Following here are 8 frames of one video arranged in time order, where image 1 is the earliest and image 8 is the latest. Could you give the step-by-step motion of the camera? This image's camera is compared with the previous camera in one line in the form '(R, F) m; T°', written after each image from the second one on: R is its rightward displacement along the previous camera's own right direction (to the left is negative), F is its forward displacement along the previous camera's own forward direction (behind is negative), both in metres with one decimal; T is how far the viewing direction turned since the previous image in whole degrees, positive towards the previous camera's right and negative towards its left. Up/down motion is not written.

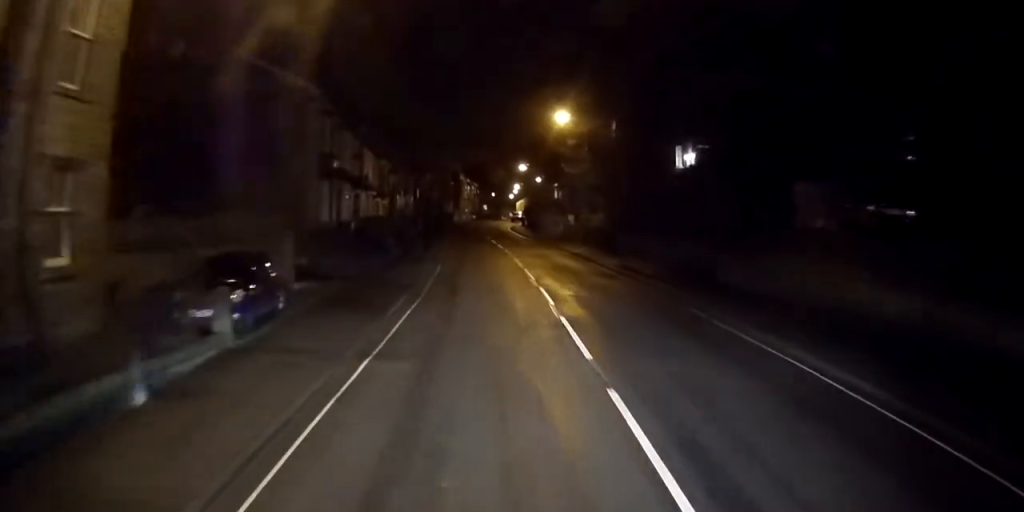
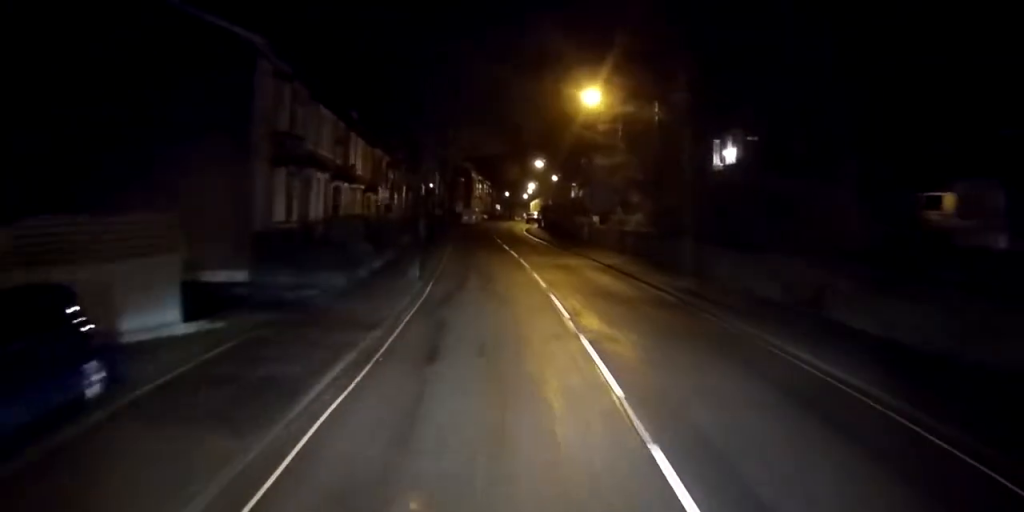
(0.0, +8.0) m; 0°
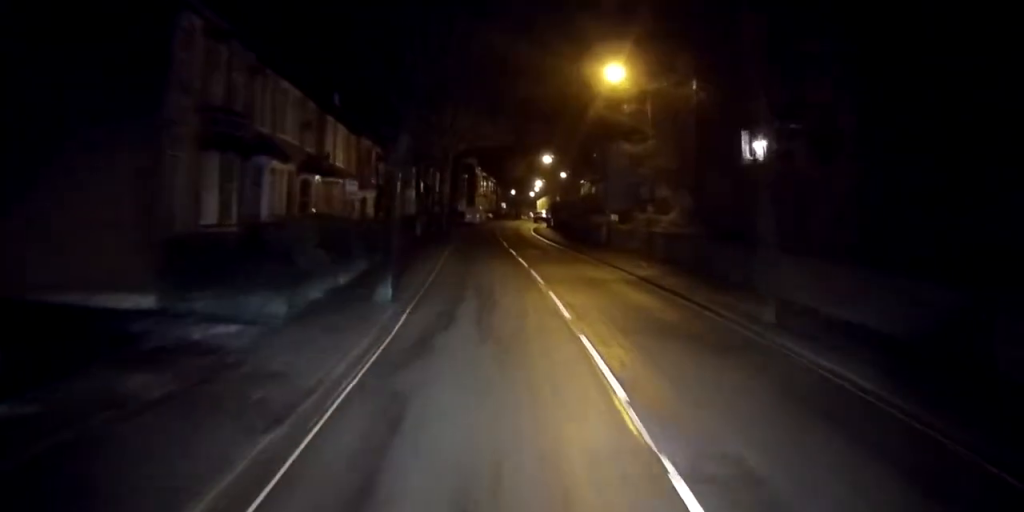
(0.0, +6.2) m; 0°
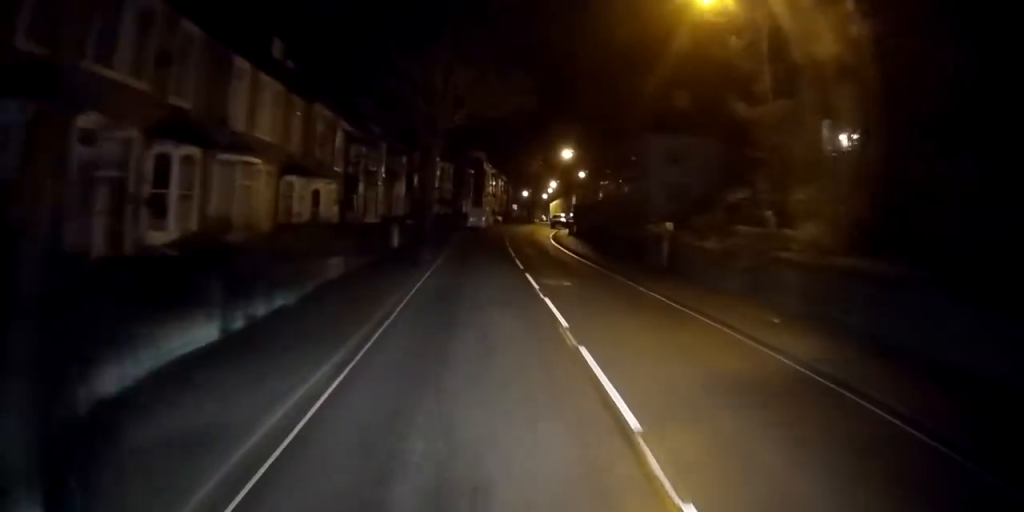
(0.0, +12.8) m; -2°
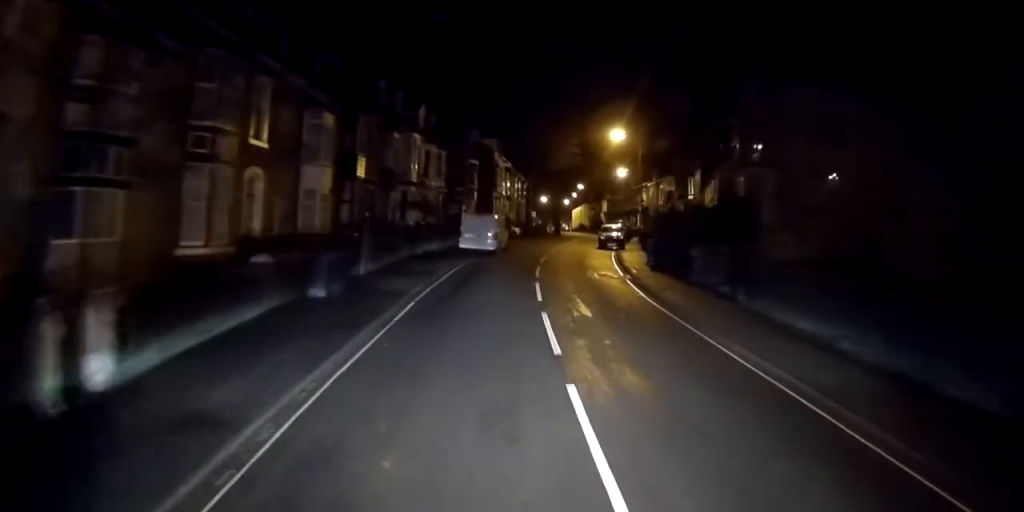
(-0.8, +26.3) m; +1°
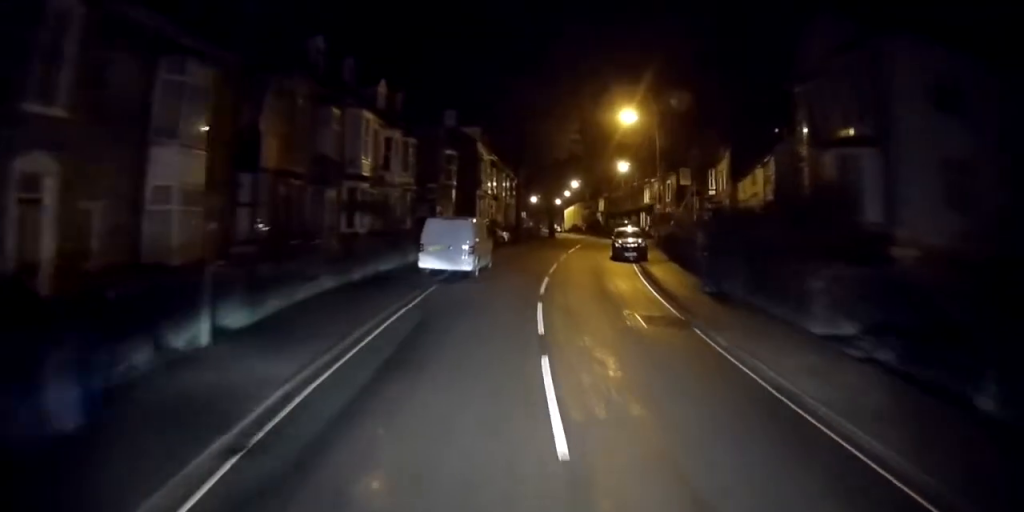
(+0.4, +10.3) m; +3°
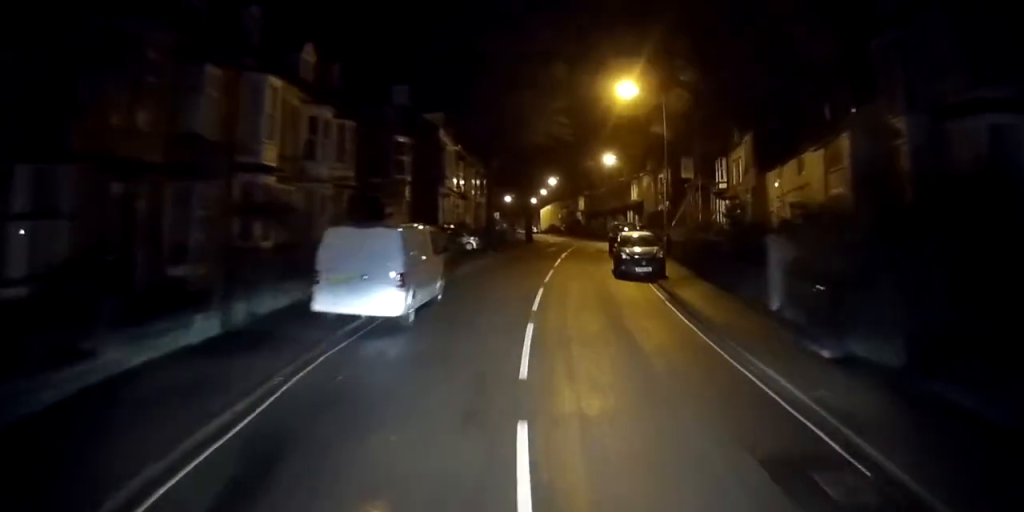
(+0.1, +9.0) m; +1°
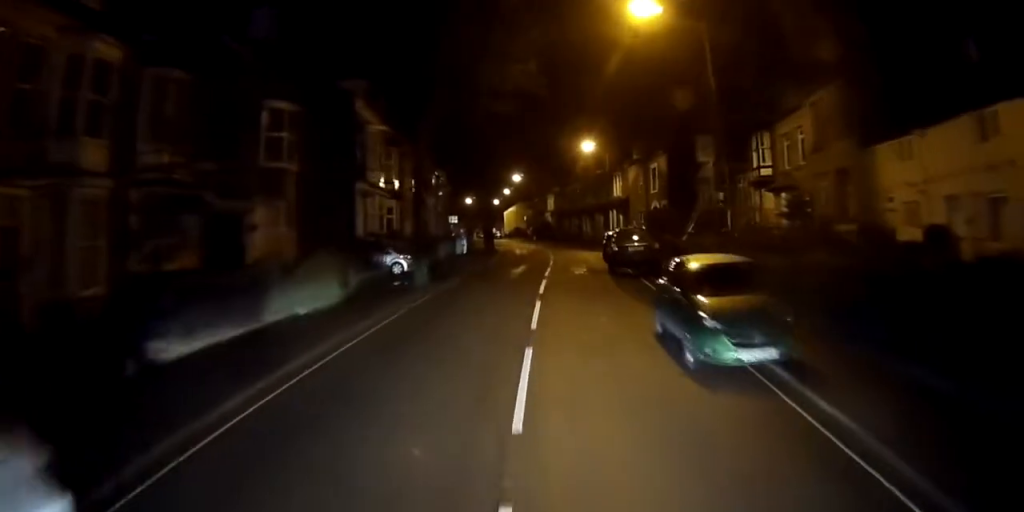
(+0.1, +14.0) m; +1°
